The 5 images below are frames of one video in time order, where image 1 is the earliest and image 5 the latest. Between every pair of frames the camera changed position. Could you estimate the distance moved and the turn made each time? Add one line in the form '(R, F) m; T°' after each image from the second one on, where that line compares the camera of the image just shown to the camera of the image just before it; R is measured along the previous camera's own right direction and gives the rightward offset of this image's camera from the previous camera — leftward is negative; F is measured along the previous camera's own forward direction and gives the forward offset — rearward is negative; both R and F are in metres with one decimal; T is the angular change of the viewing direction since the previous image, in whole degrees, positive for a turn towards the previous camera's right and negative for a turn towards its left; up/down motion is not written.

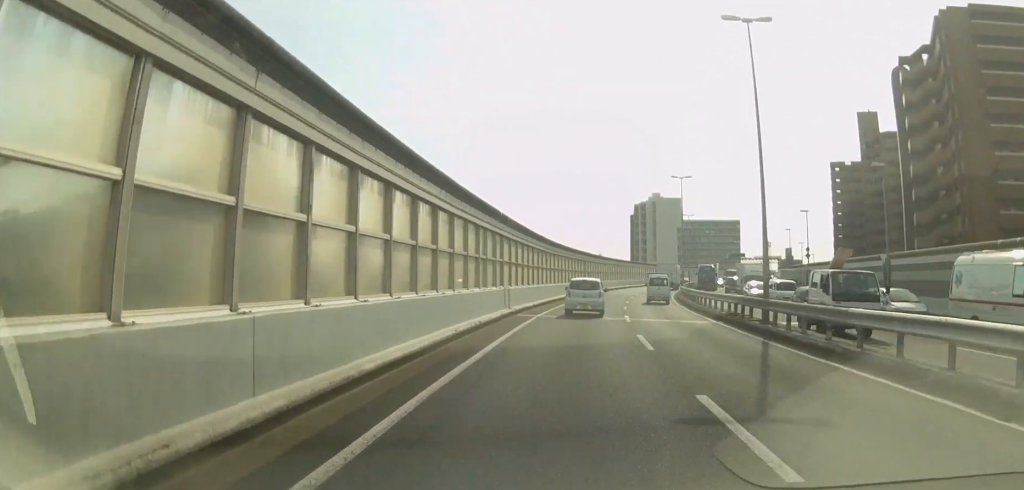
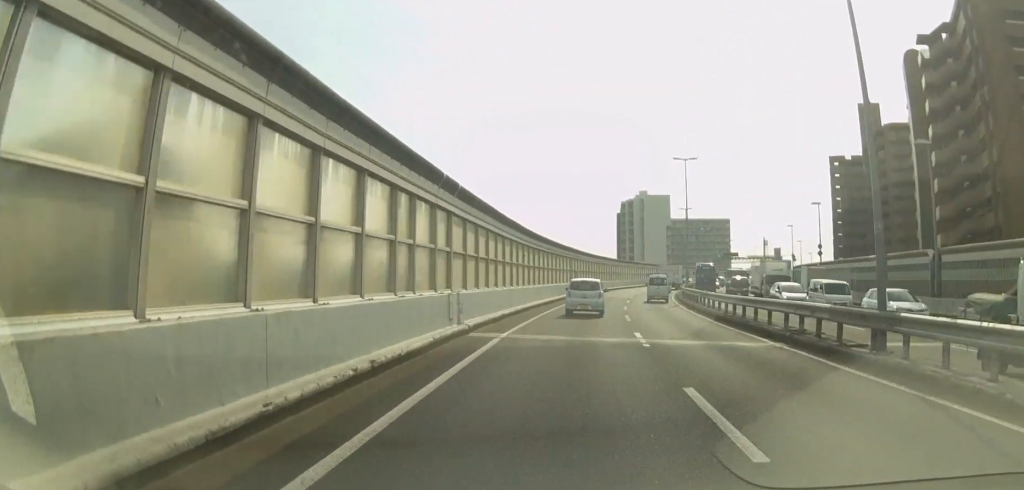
(+0.2, +9.4) m; +2°
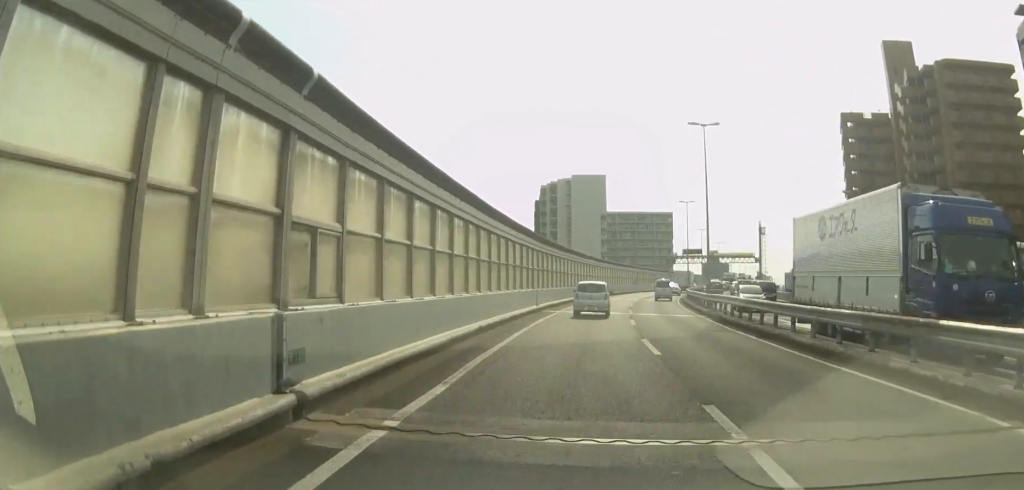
(+2.9, +51.1) m; +6°
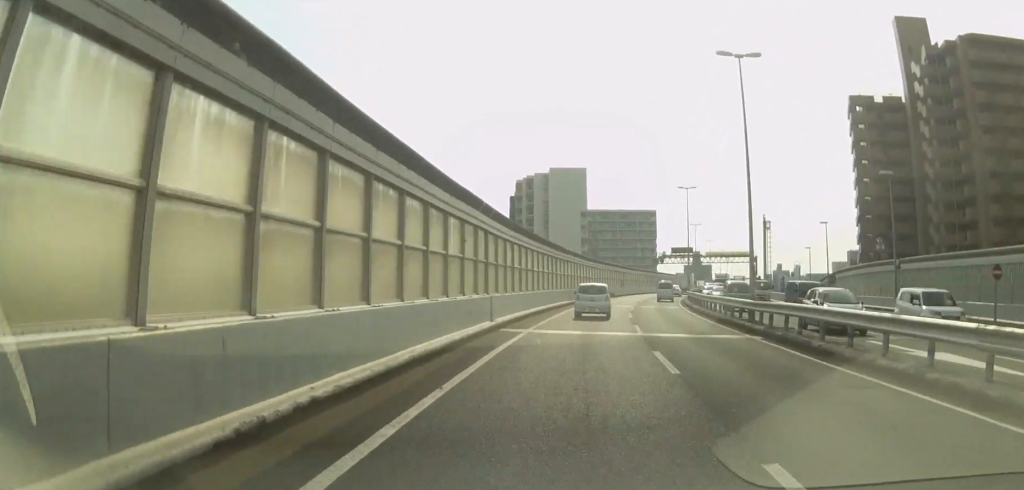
(+0.1, +12.8) m; +2°
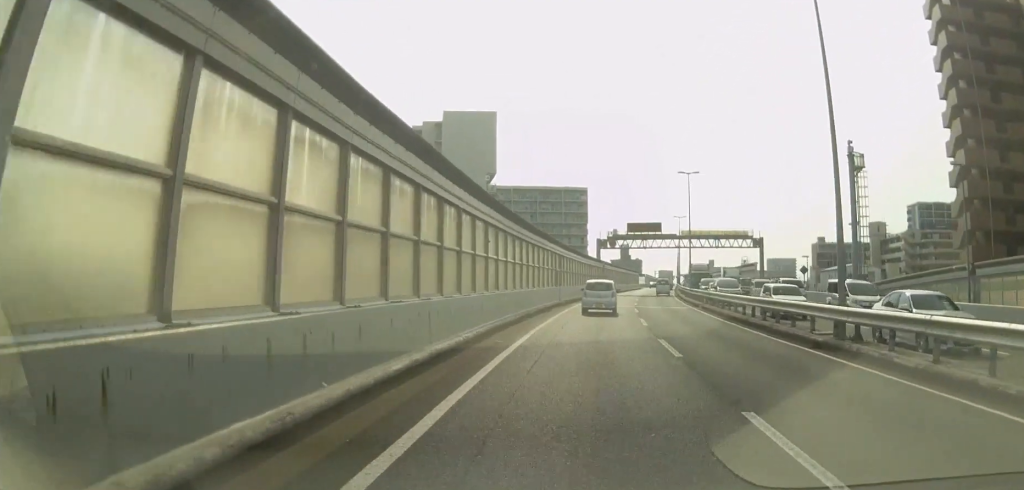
(+3.2, +47.4) m; +7°
